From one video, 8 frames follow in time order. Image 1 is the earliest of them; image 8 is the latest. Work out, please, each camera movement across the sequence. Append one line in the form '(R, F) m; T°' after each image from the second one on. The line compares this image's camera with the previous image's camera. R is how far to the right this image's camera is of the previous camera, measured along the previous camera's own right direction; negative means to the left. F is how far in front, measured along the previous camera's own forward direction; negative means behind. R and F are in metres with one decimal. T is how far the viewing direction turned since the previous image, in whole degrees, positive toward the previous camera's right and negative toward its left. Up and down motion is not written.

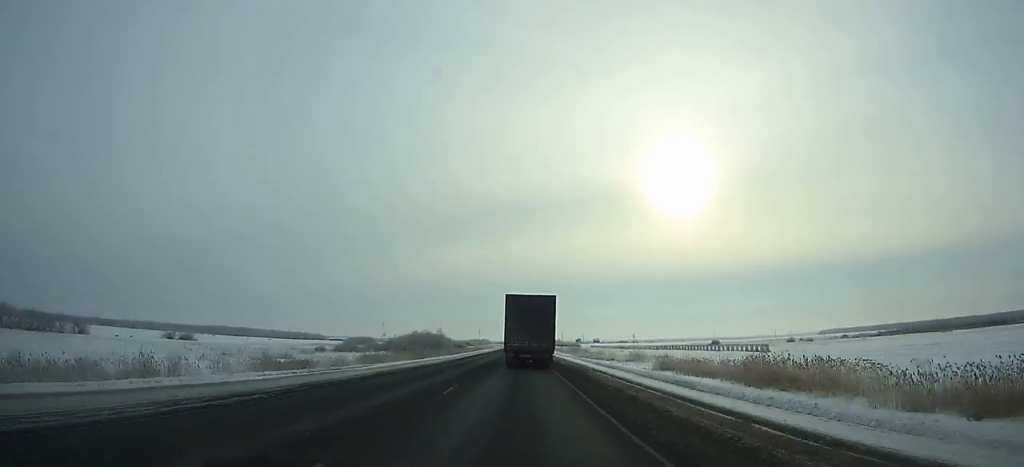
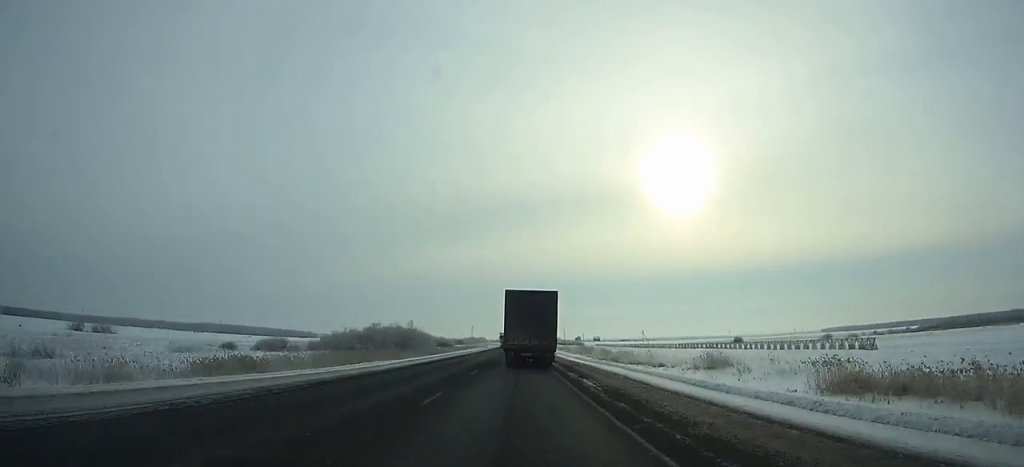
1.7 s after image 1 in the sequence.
(-0.1, +38.9) m; 0°
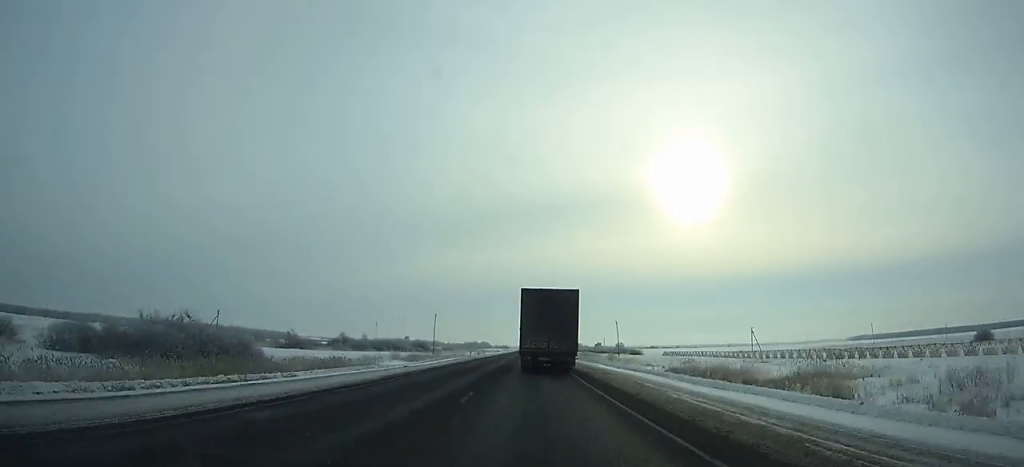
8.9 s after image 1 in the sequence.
(-0.1, +166.0) m; 0°
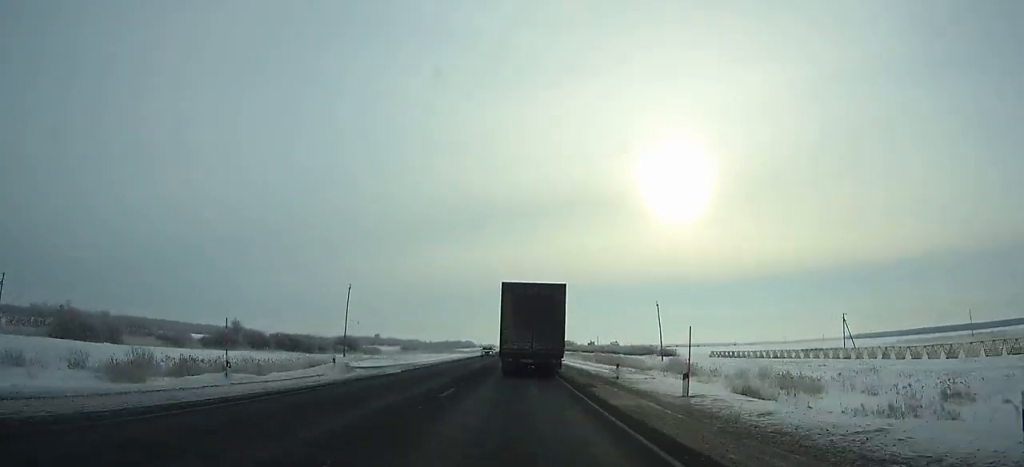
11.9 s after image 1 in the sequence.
(+0.2, +69.2) m; 0°
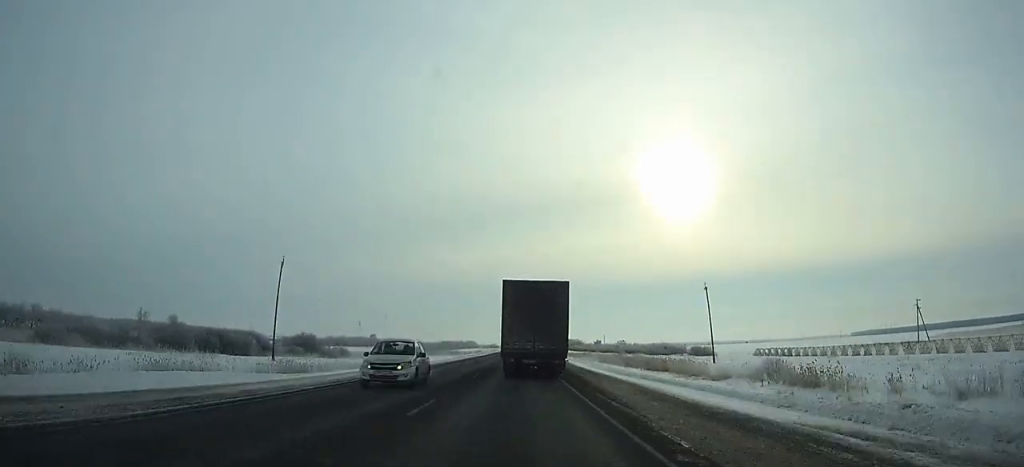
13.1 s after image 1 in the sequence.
(0.0, +27.6) m; 0°
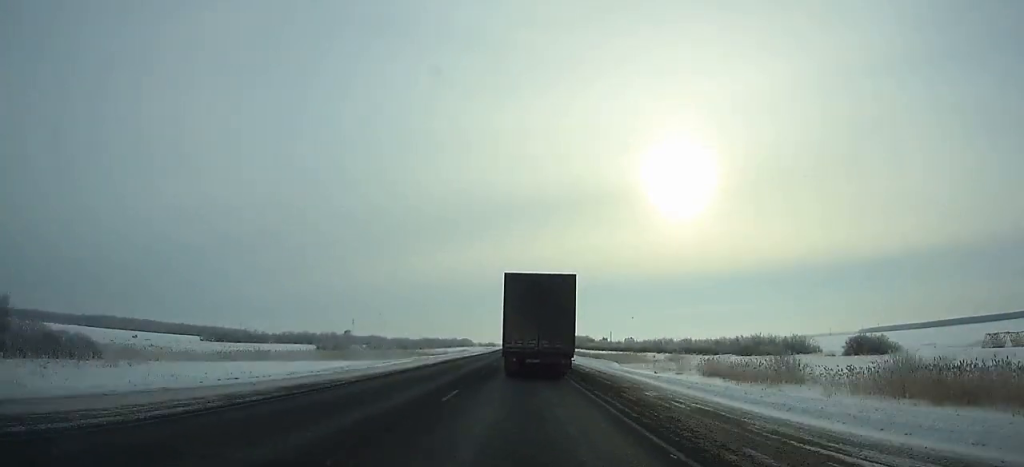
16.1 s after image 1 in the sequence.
(0.0, +68.1) m; 0°
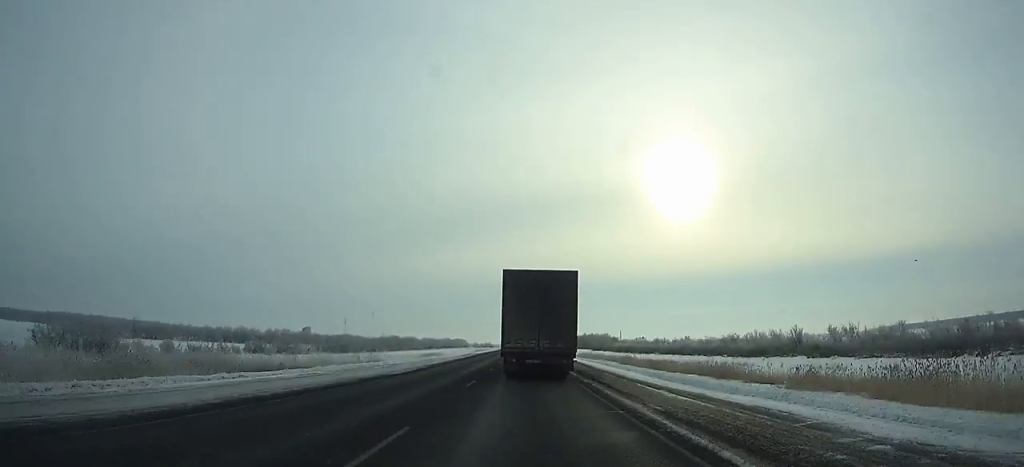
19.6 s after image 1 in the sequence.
(+0.1, +77.8) m; 0°
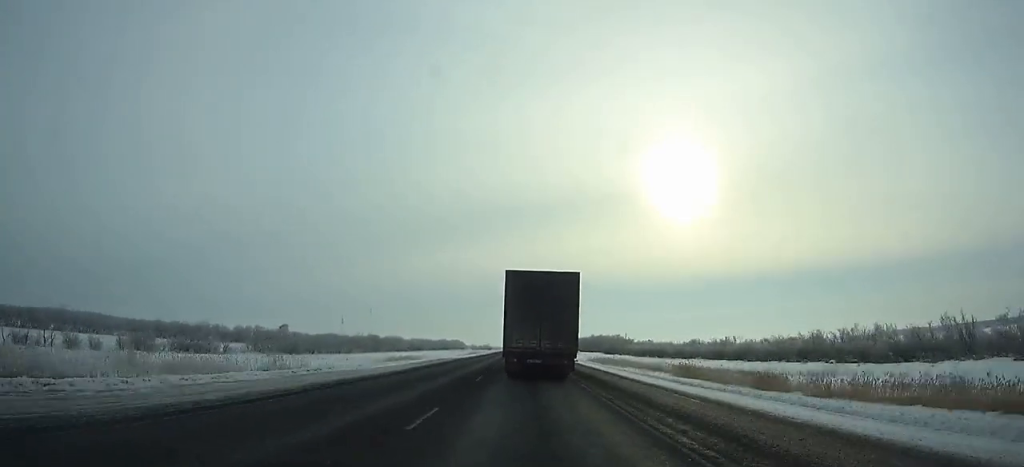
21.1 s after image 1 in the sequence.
(0.0, +32.7) m; 0°
